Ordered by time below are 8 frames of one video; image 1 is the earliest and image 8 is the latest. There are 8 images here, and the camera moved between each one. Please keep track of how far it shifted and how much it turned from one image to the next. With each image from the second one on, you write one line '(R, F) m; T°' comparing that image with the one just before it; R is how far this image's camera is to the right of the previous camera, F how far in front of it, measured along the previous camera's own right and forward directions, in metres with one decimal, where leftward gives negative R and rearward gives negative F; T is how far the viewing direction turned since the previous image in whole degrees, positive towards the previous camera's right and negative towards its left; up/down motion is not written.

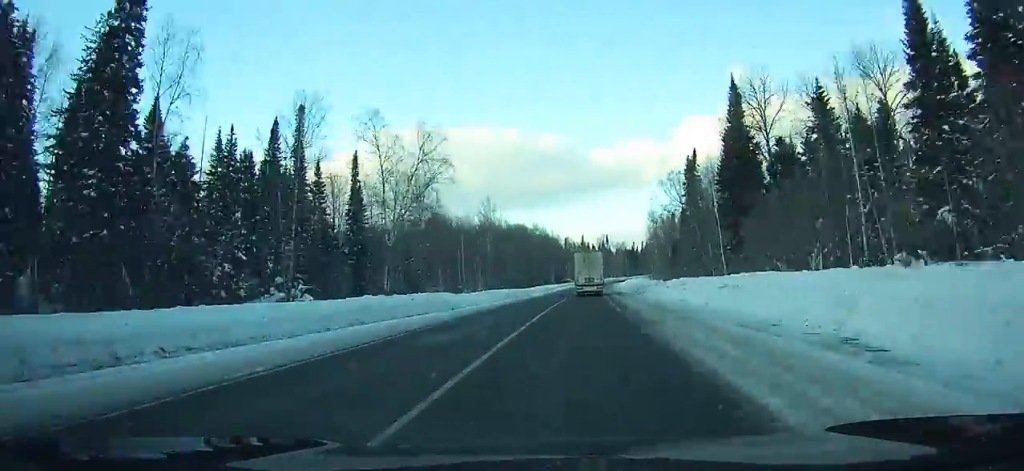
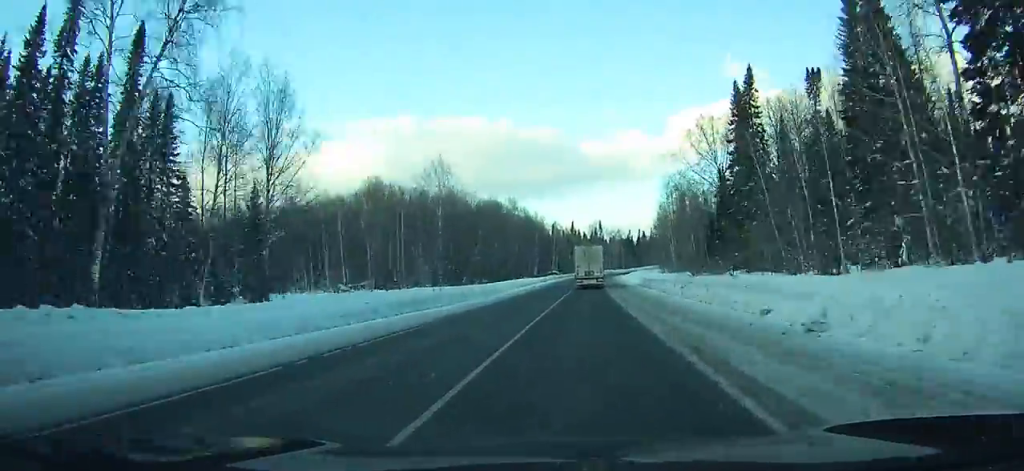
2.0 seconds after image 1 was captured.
(+0.1, +43.3) m; 0°
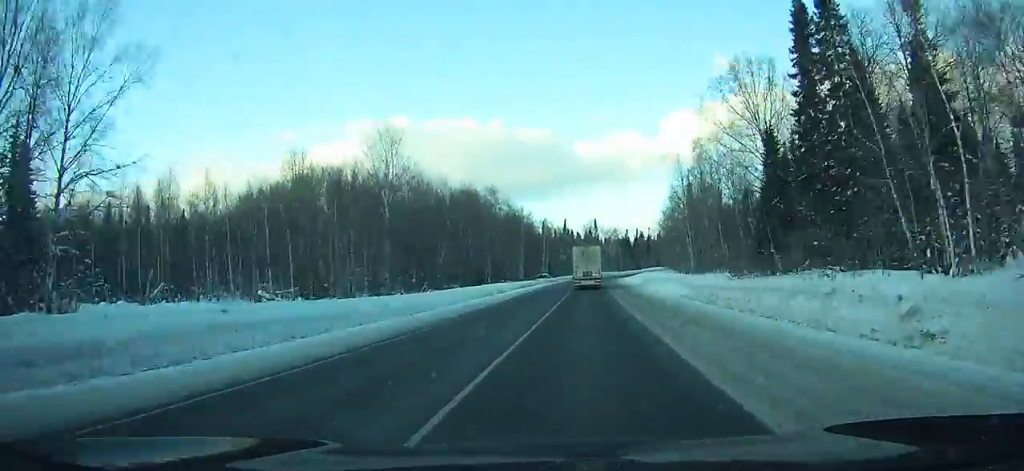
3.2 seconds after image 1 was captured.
(-1.3, +25.4) m; +2°
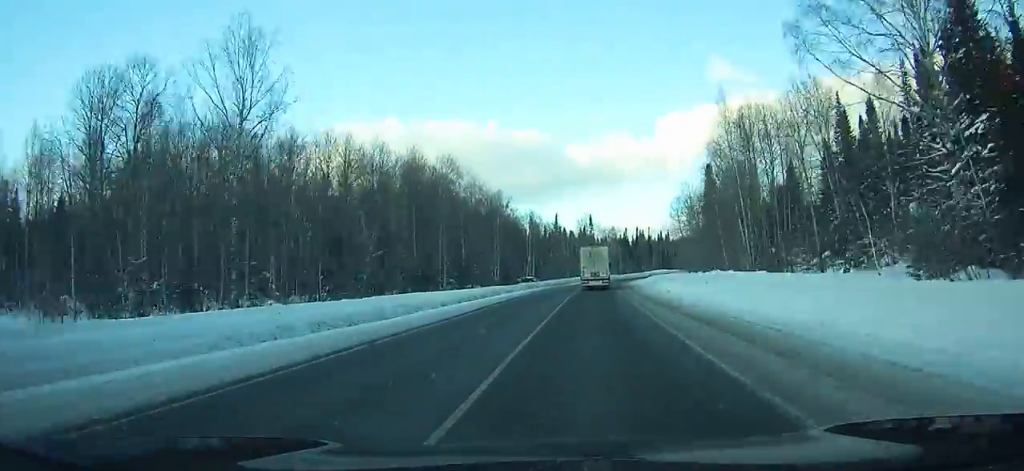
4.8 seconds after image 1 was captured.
(-1.4, +33.7) m; +2°
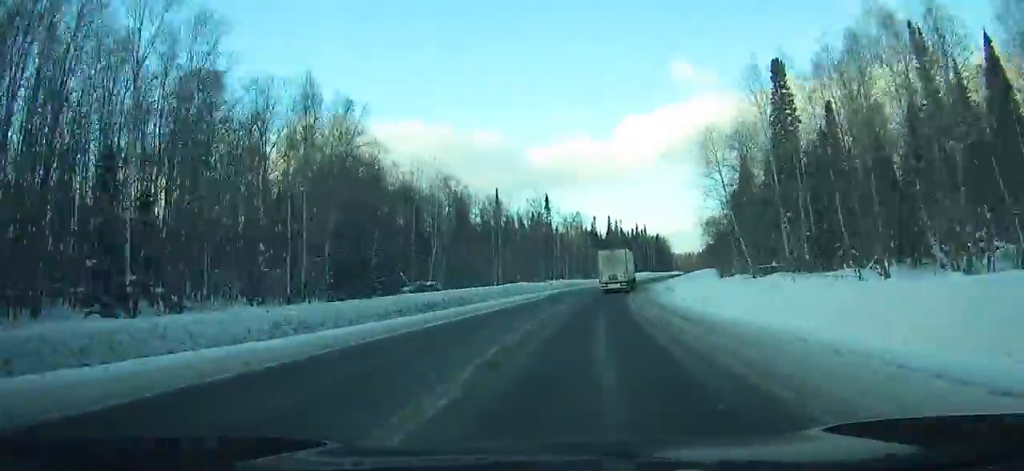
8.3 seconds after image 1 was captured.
(+7.4, +72.2) m; +7°
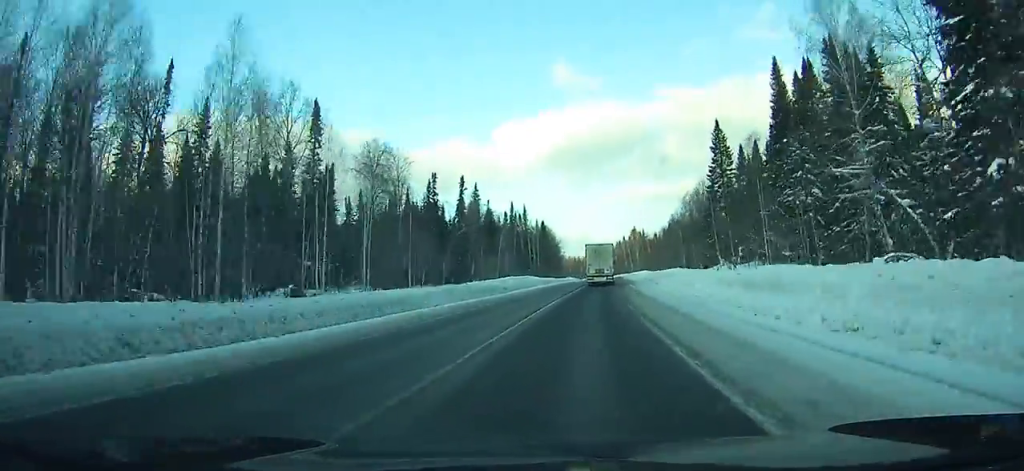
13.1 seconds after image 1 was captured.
(+4.5, +97.5) m; +7°
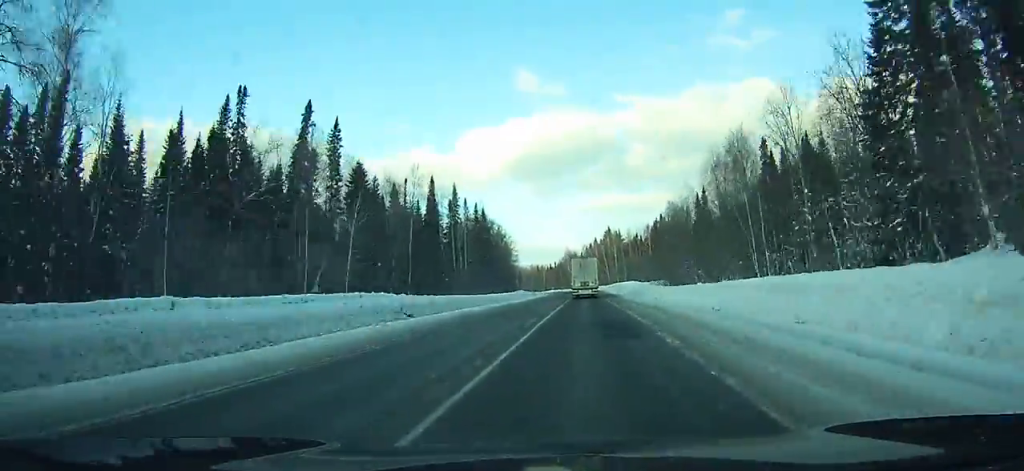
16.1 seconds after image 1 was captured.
(+2.7, +60.4) m; +4°
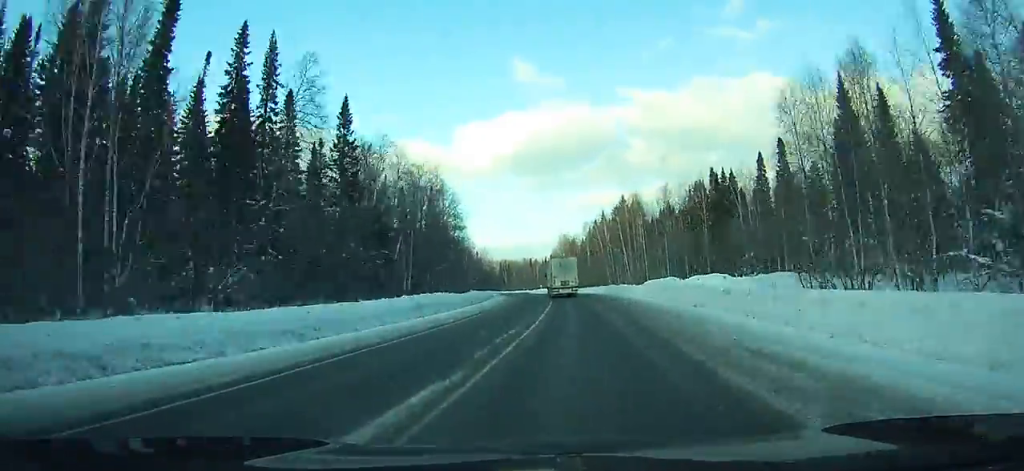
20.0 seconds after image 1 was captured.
(+1.1, +79.2) m; 0°
